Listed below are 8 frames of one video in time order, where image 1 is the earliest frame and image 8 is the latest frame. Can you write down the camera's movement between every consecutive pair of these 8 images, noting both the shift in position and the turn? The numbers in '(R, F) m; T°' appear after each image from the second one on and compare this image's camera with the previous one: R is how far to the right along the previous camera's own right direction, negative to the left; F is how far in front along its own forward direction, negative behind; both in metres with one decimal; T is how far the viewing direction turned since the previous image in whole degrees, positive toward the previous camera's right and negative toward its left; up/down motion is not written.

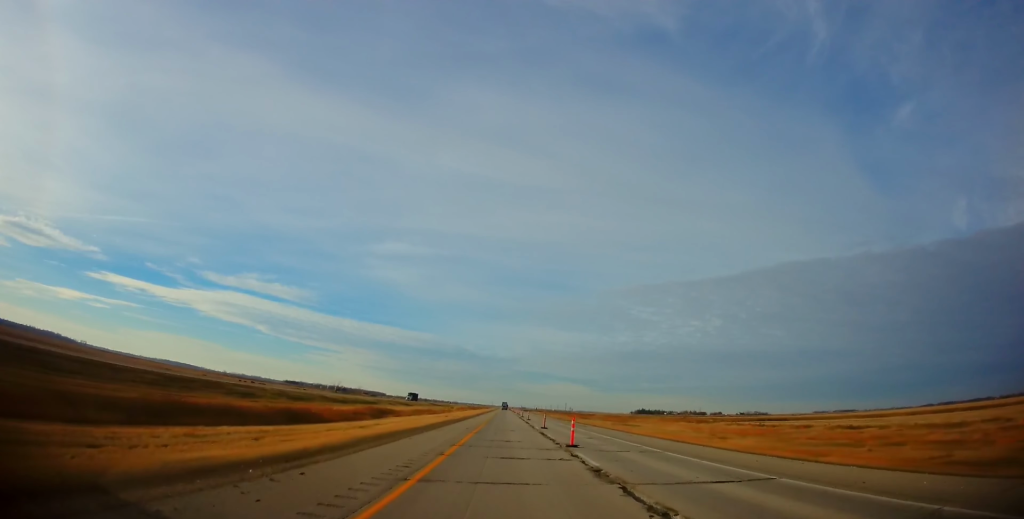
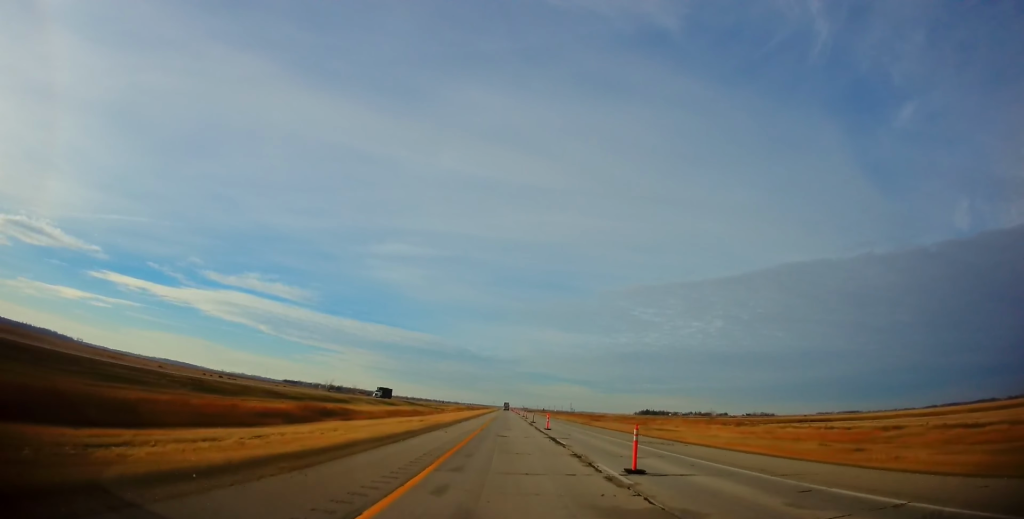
(+0.4, +27.5) m; 0°
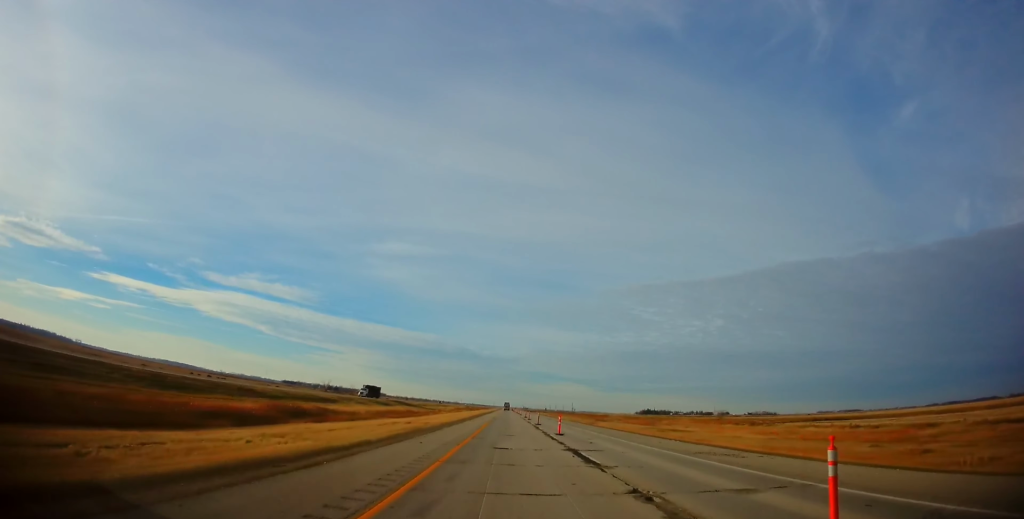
(0.0, +8.1) m; 0°
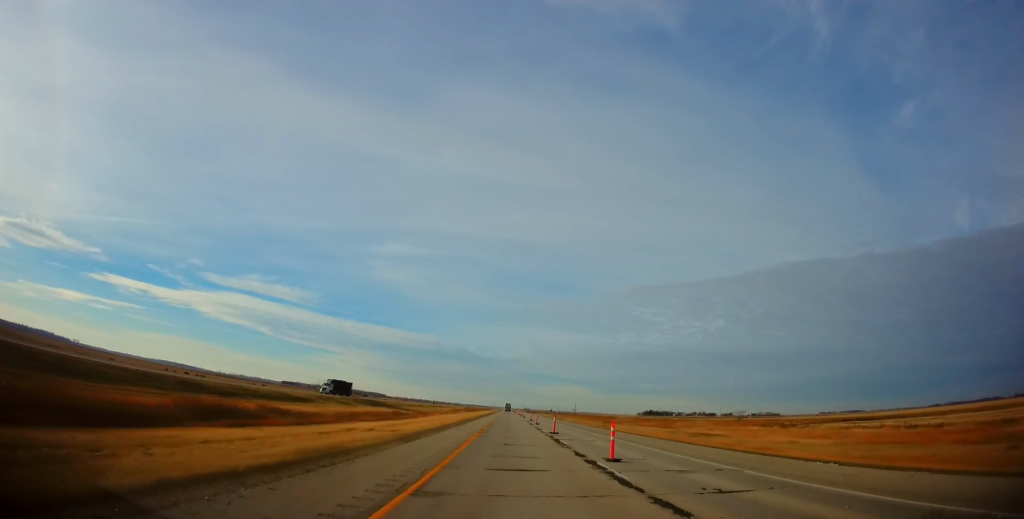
(-0.3, +15.1) m; 0°
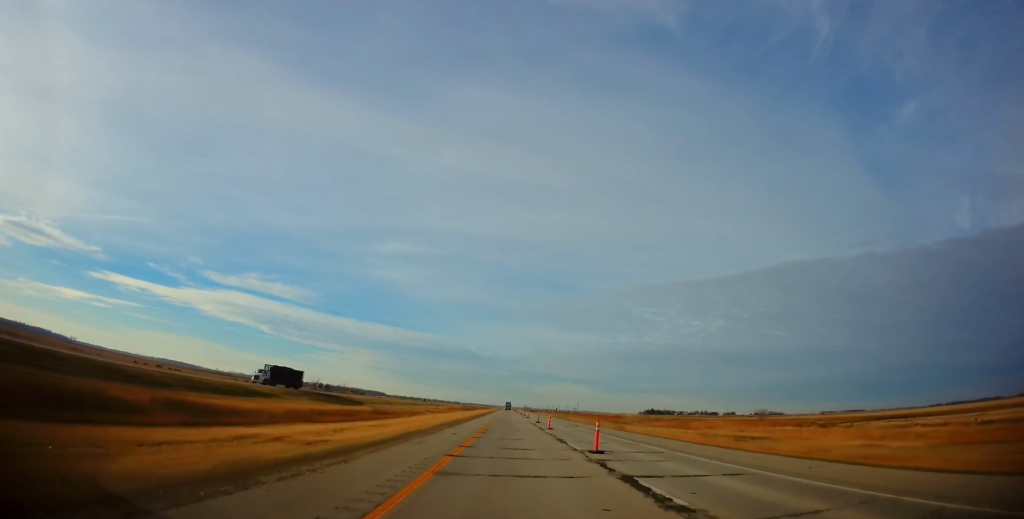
(+0.2, +15.8) m; 0°
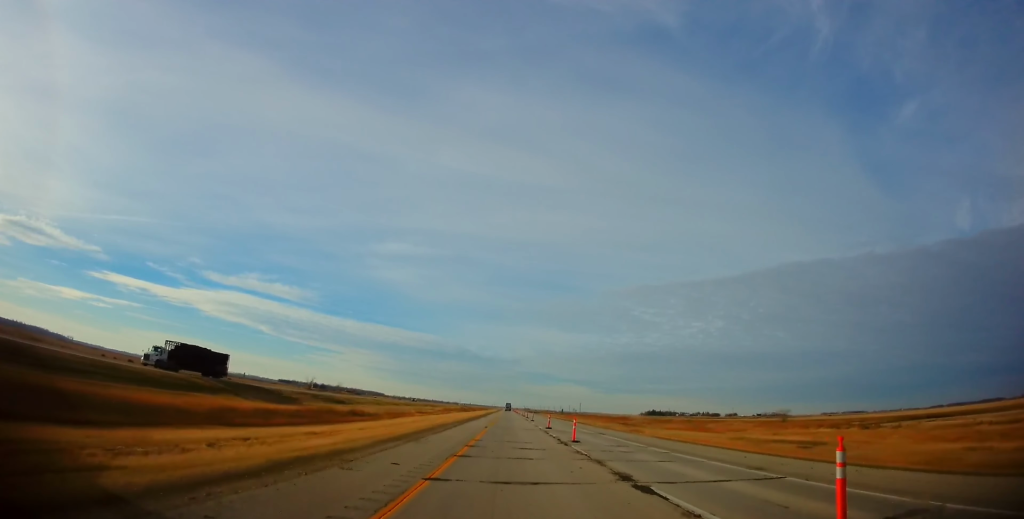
(0.0, +14.0) m; 0°
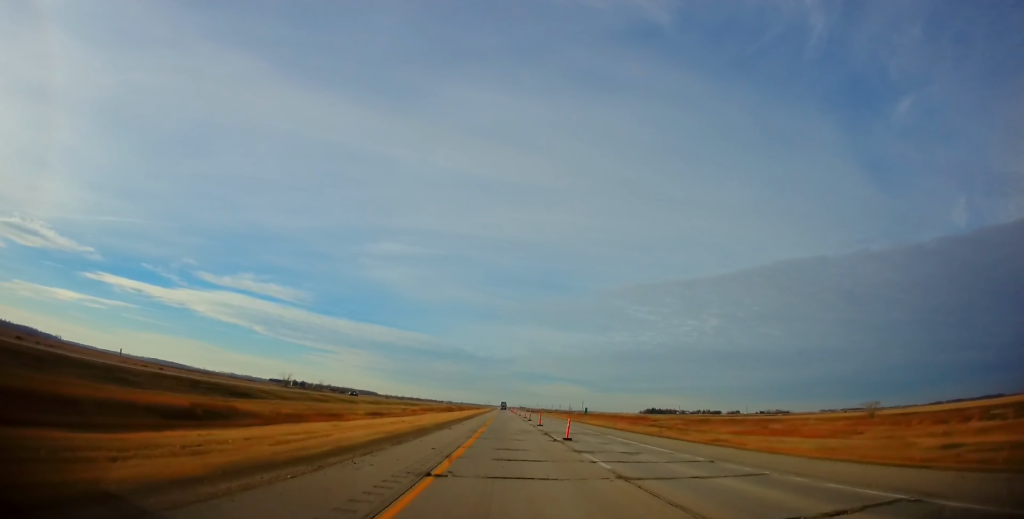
(+0.1, +41.1) m; 0°
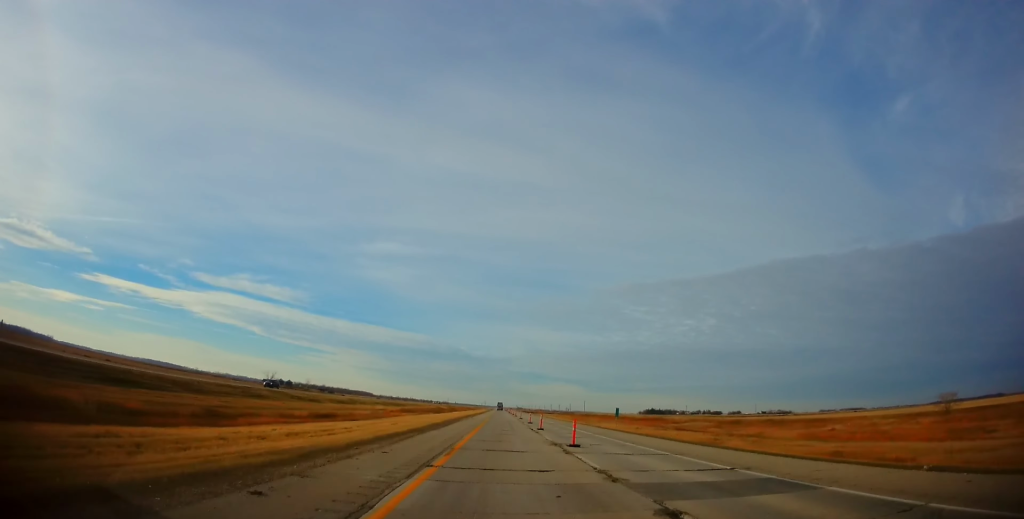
(0.0, +24.0) m; 0°
